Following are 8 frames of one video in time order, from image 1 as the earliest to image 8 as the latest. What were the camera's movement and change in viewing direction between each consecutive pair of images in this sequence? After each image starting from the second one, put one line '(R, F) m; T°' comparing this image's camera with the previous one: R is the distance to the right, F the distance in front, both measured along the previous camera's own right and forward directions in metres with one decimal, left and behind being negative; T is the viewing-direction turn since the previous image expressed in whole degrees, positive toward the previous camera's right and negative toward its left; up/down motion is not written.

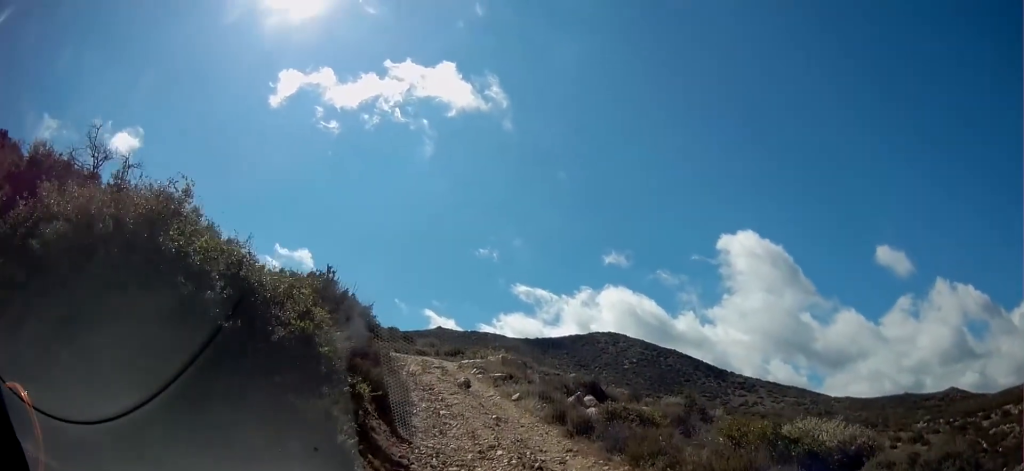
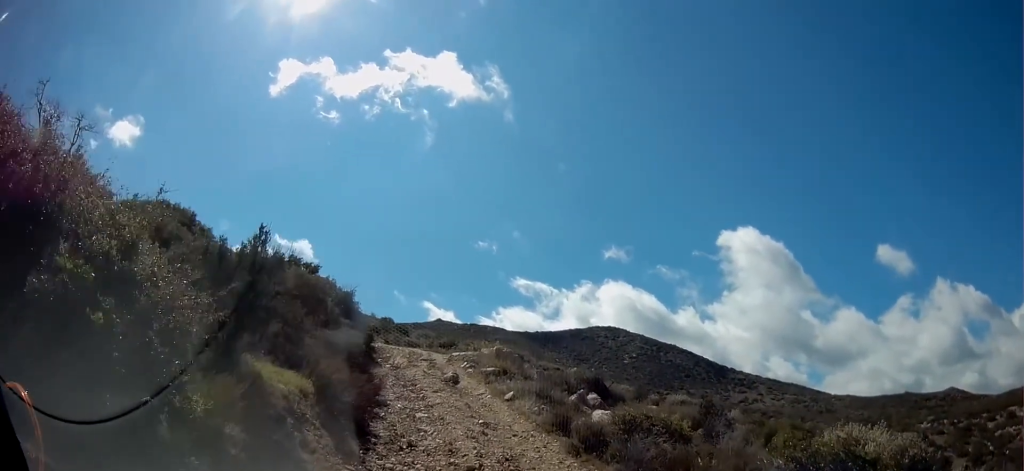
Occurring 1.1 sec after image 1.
(-0.3, +2.6) m; -2°
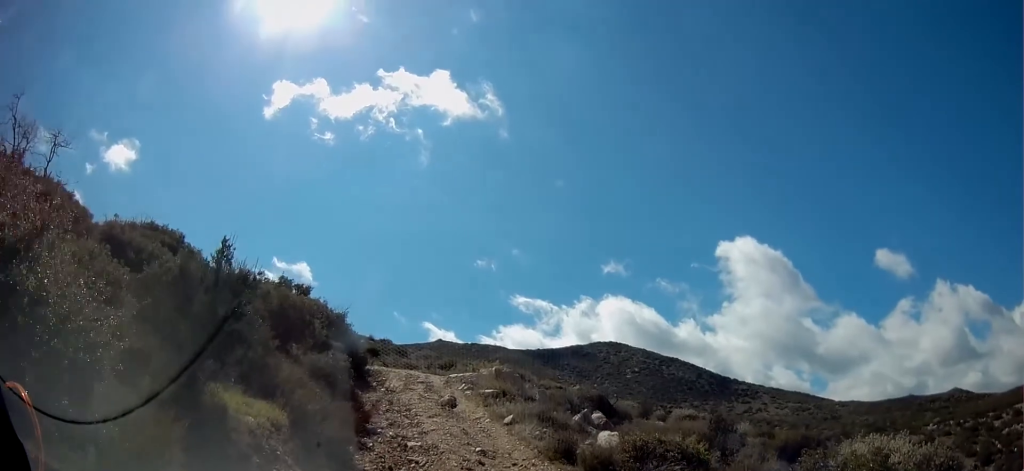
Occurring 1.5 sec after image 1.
(0.0, +1.0) m; +1°
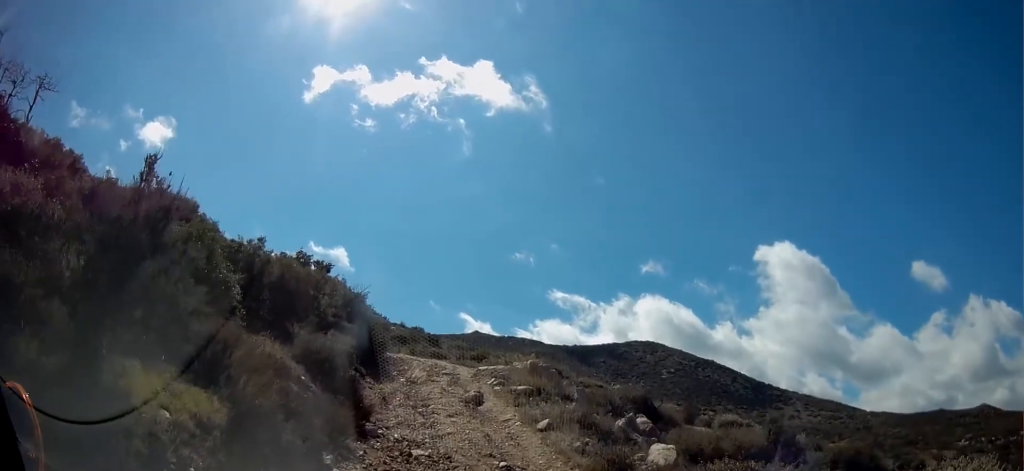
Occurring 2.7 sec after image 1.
(+0.2, +2.8) m; +1°
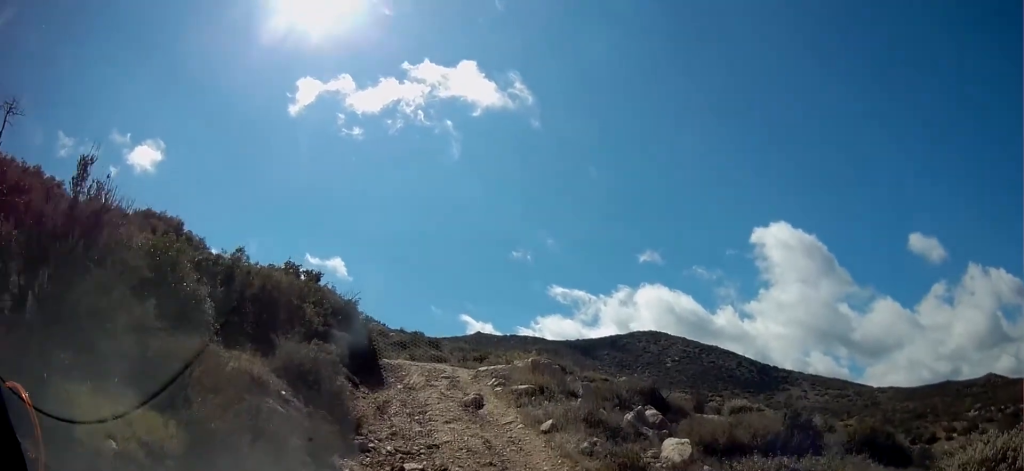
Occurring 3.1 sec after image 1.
(0.0, +0.9) m; -2°
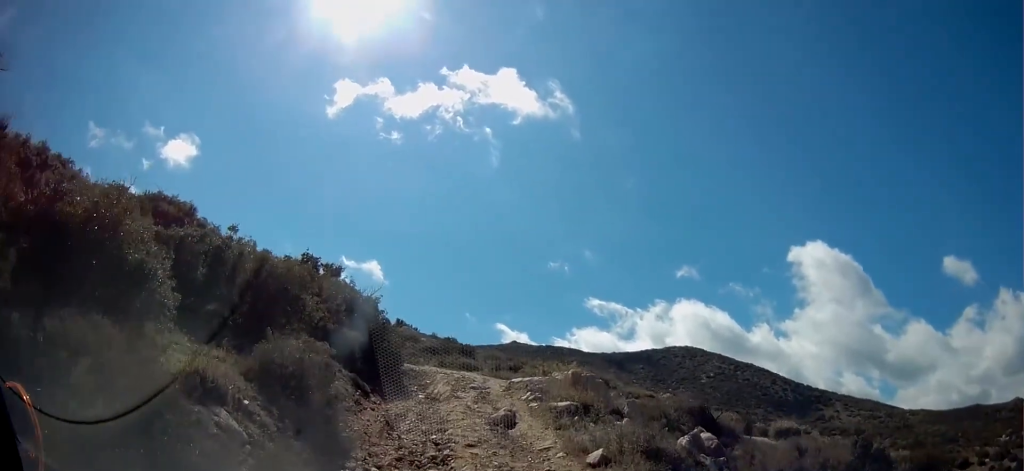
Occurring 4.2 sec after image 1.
(-0.1, +2.4) m; -8°
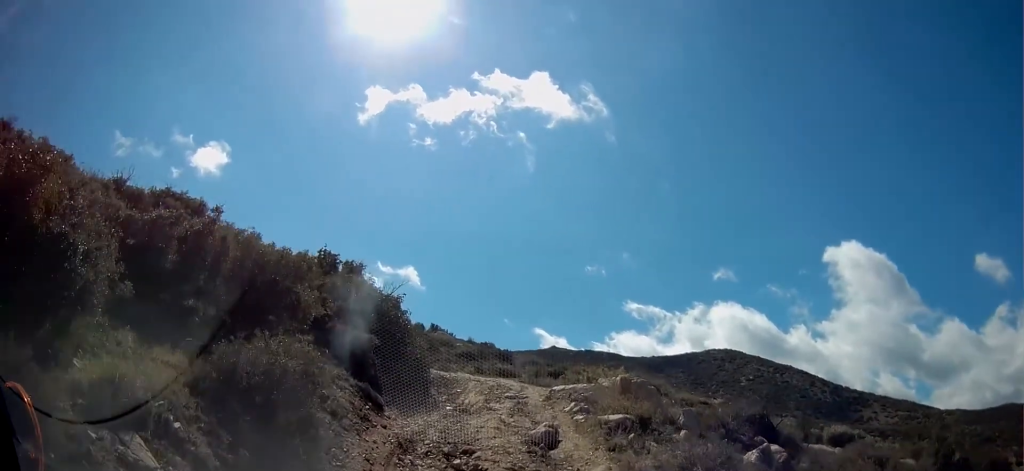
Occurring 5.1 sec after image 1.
(-0.1, +2.0) m; -8°
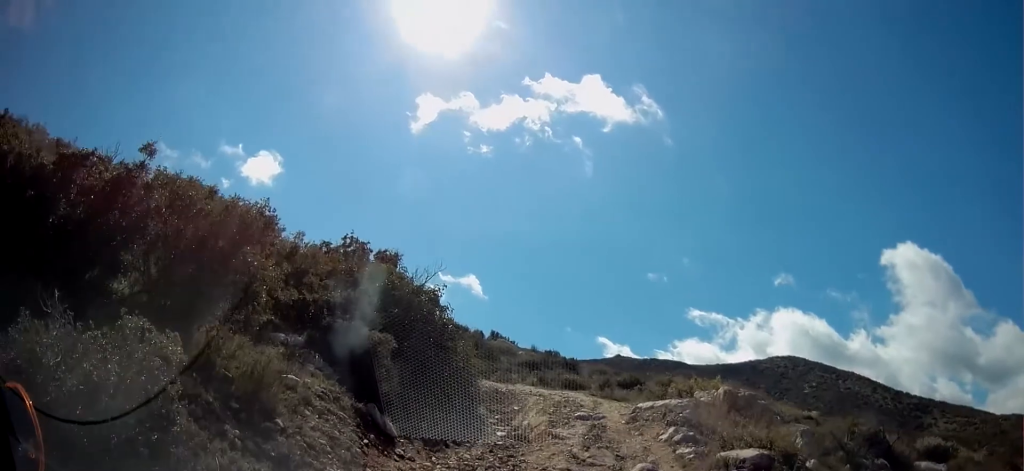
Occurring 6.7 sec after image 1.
(-0.1, +3.5) m; -1°
